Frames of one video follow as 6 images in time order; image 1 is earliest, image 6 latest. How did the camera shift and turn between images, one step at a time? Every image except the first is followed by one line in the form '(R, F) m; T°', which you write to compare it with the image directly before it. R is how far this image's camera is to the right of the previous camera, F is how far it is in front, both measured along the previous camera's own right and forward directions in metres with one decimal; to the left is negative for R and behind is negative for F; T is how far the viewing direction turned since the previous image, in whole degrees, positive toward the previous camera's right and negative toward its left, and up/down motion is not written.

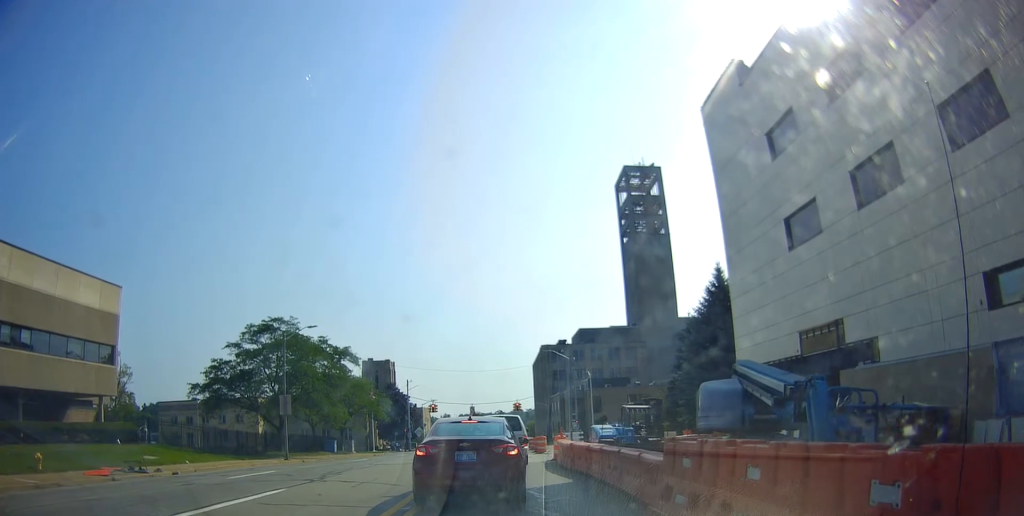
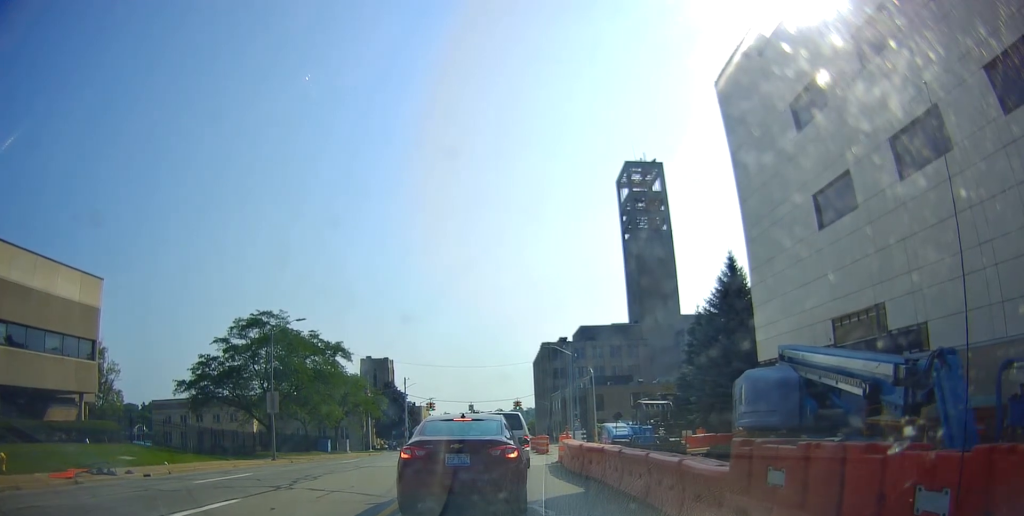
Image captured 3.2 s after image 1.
(+0.3, +1.2) m; 0°
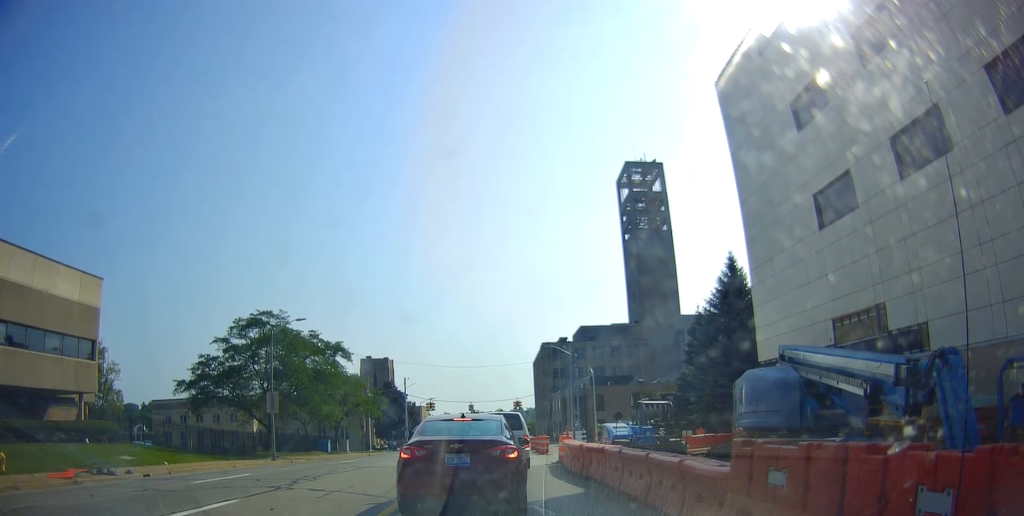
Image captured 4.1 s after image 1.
(0.0, 0.0) m; 0°
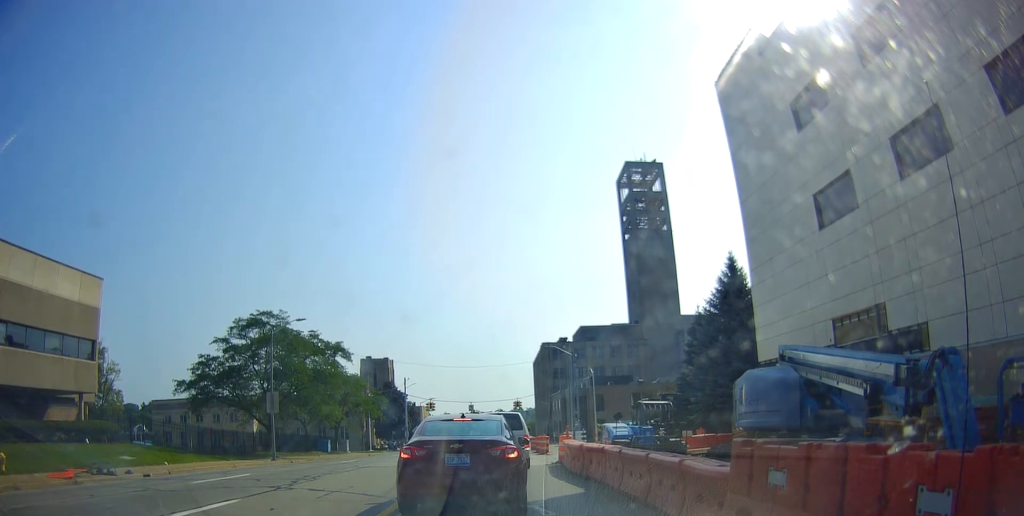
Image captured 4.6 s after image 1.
(0.0, 0.0) m; 0°
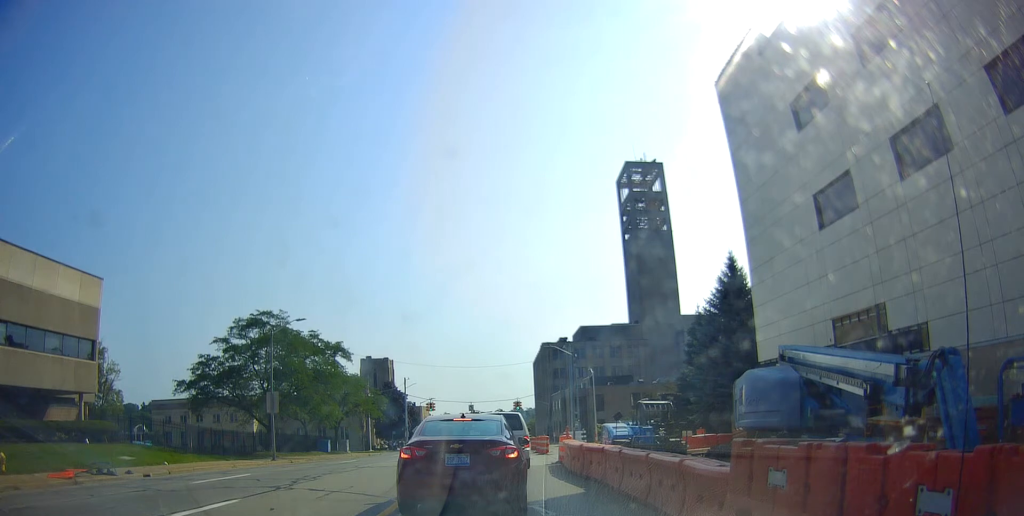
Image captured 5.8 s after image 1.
(0.0, 0.0) m; 0°
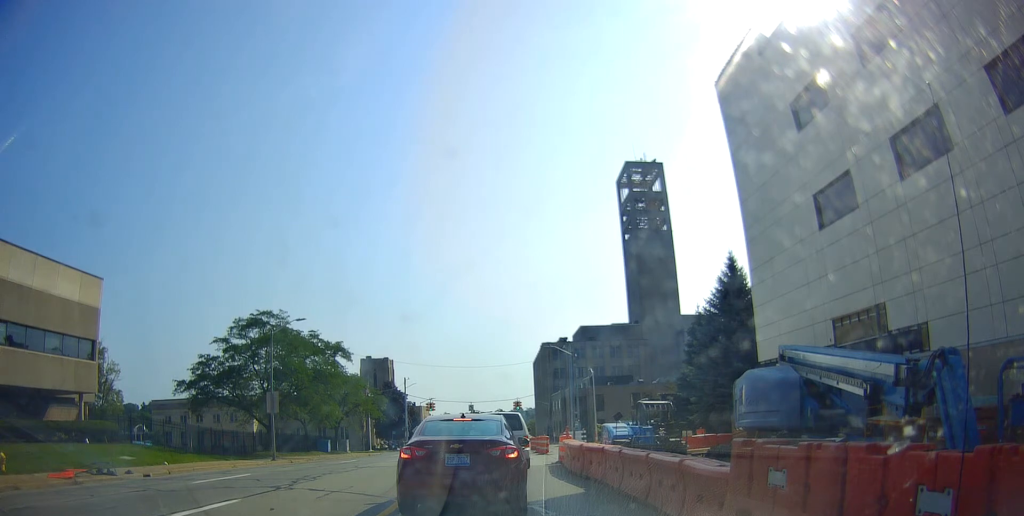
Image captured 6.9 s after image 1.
(0.0, 0.0) m; 0°
